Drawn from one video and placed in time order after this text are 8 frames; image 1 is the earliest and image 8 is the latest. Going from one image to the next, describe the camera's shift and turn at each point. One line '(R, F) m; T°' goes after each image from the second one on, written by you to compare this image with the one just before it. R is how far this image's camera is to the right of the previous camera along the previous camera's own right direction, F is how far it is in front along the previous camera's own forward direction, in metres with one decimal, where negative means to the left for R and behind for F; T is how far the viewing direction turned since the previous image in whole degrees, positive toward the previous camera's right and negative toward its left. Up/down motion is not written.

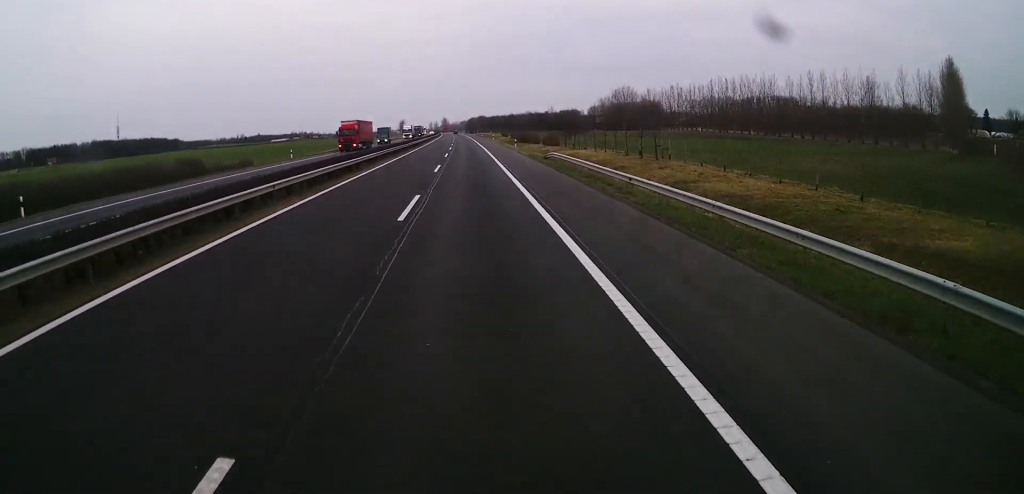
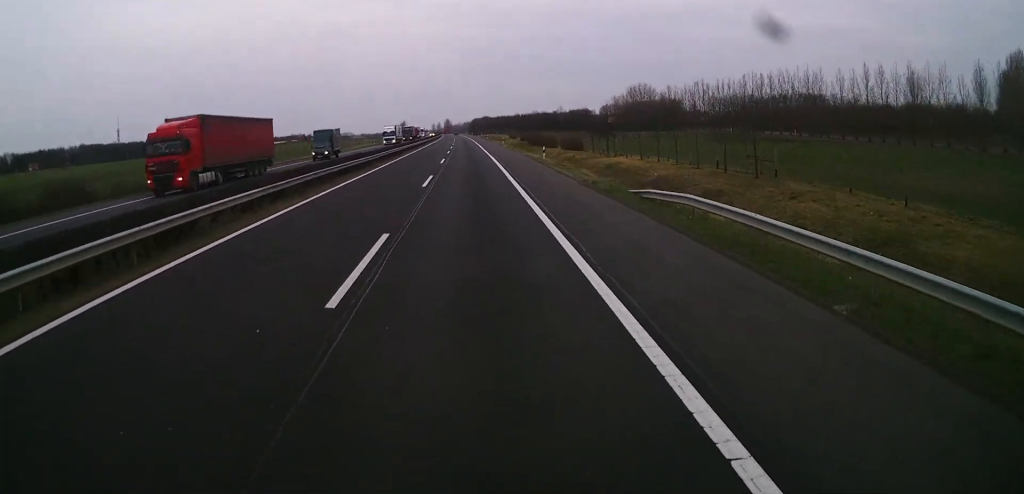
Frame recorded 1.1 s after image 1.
(-0.2, +26.1) m; 0°
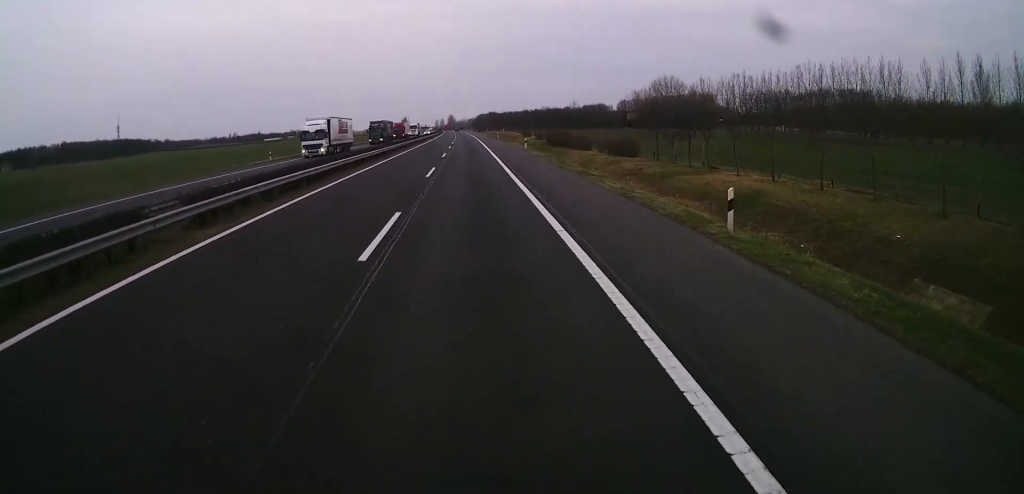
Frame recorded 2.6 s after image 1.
(+0.1, +33.9) m; +1°
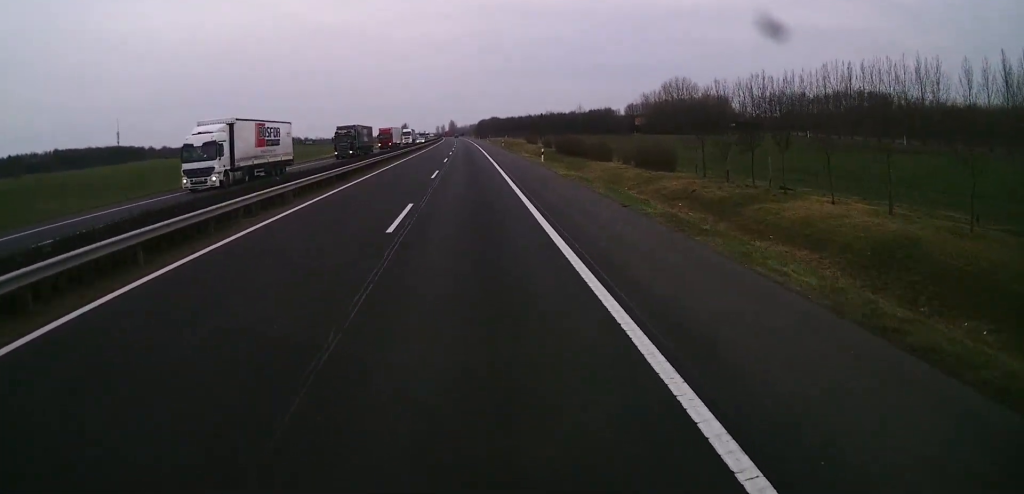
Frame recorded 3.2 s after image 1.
(+0.2, +13.9) m; 0°
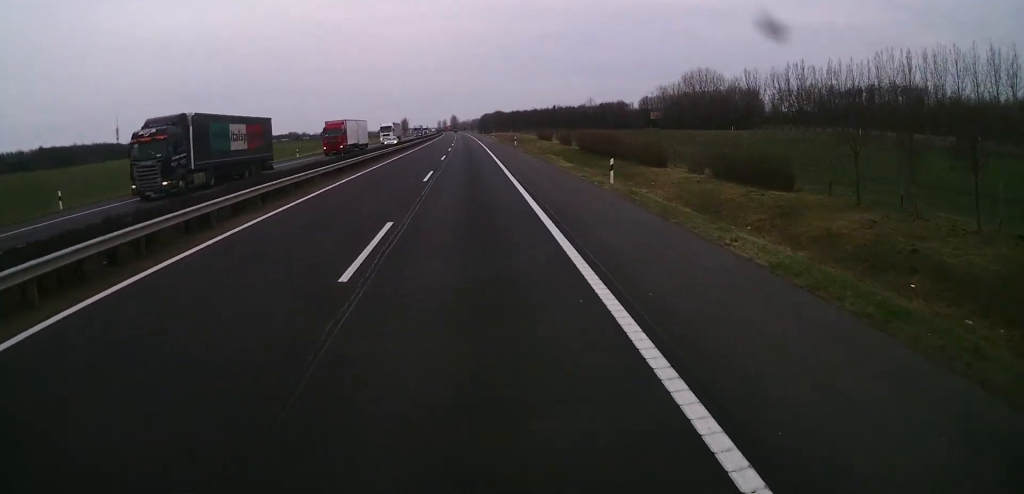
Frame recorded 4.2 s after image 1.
(-0.3, +24.0) m; -1°
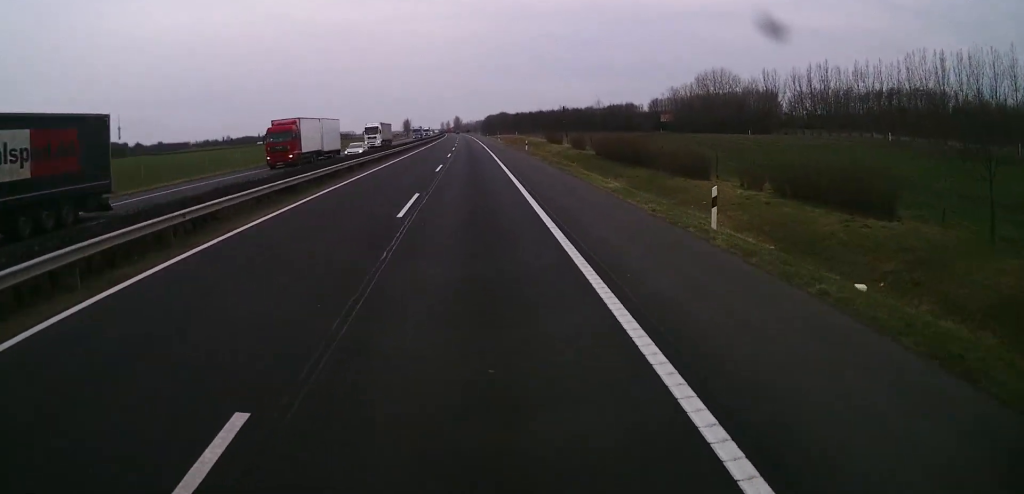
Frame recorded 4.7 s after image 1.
(0.0, +10.9) m; 0°
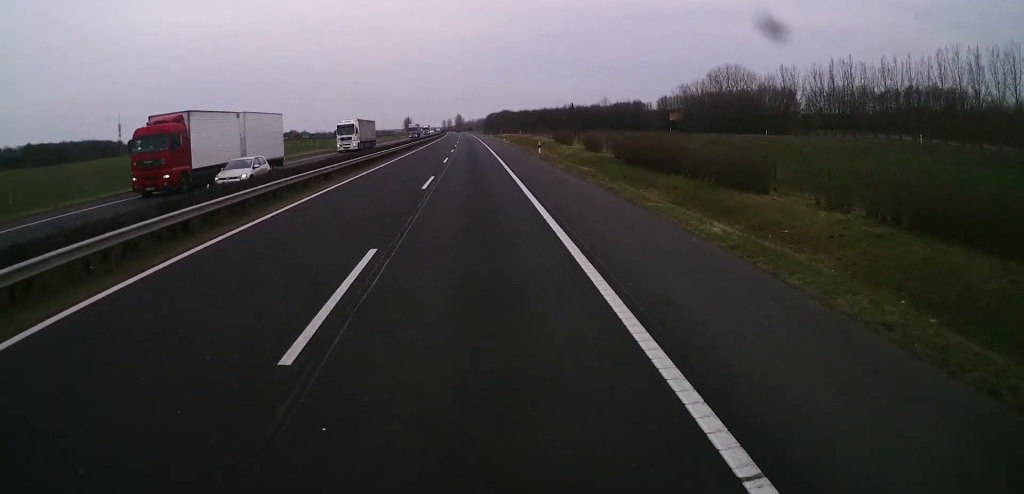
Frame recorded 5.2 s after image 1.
(+0.1, +10.9) m; 0°
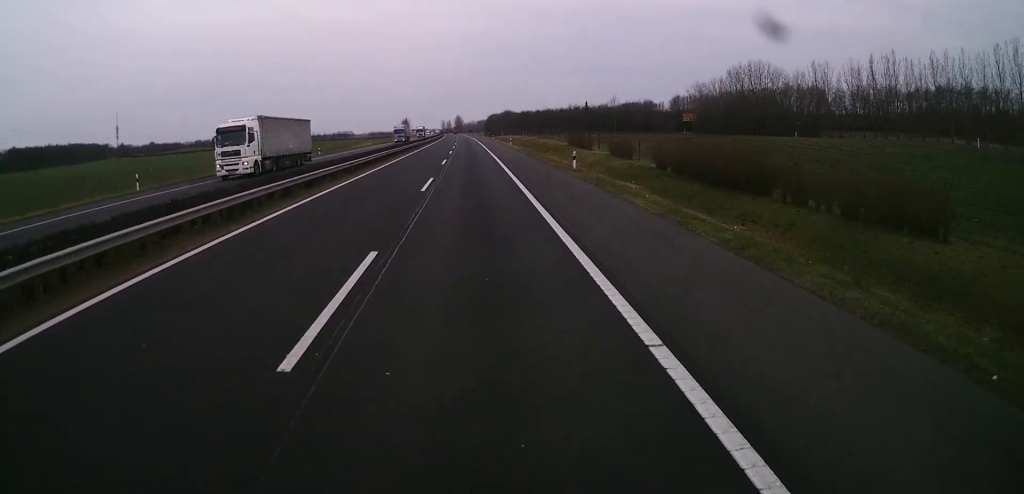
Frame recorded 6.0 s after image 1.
(0.0, +18.5) m; 0°
